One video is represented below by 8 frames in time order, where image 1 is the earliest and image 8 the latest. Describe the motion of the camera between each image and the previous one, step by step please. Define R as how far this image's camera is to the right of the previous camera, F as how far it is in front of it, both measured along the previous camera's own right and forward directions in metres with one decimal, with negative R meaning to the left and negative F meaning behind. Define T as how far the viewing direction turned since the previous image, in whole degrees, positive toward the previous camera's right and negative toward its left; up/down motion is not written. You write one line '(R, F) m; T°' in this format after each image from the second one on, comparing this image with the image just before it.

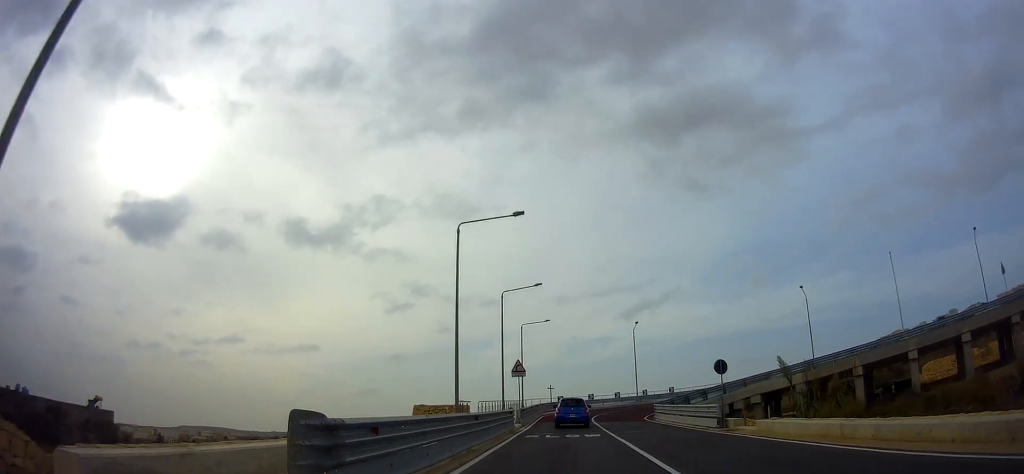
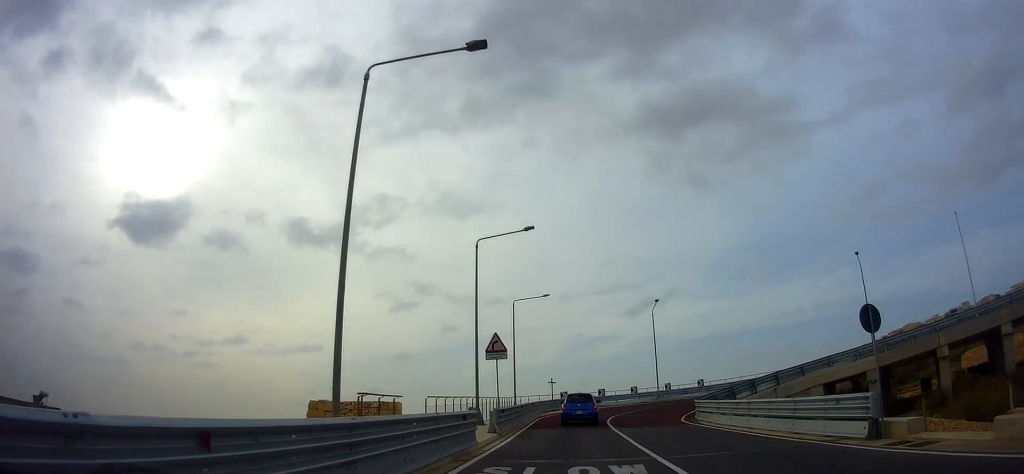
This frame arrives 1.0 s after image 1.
(0.0, +11.8) m; 0°
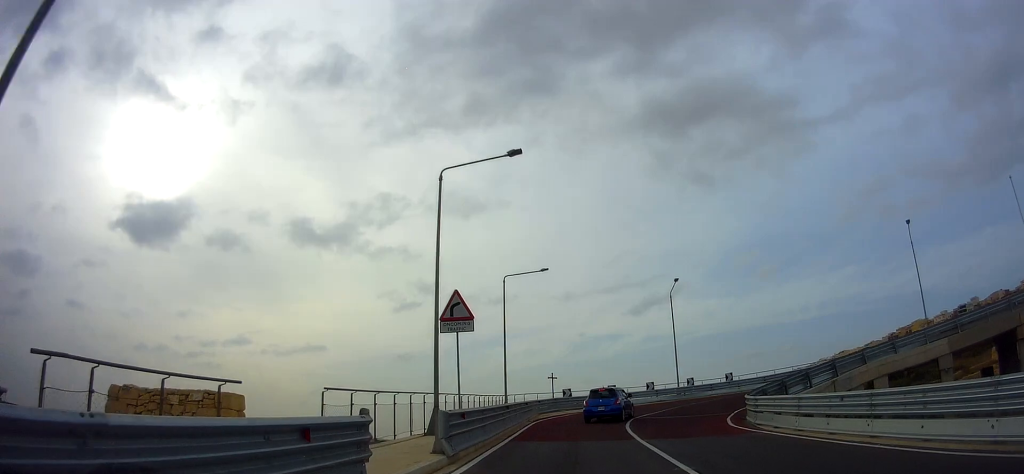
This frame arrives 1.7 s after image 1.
(0.0, +8.3) m; 0°
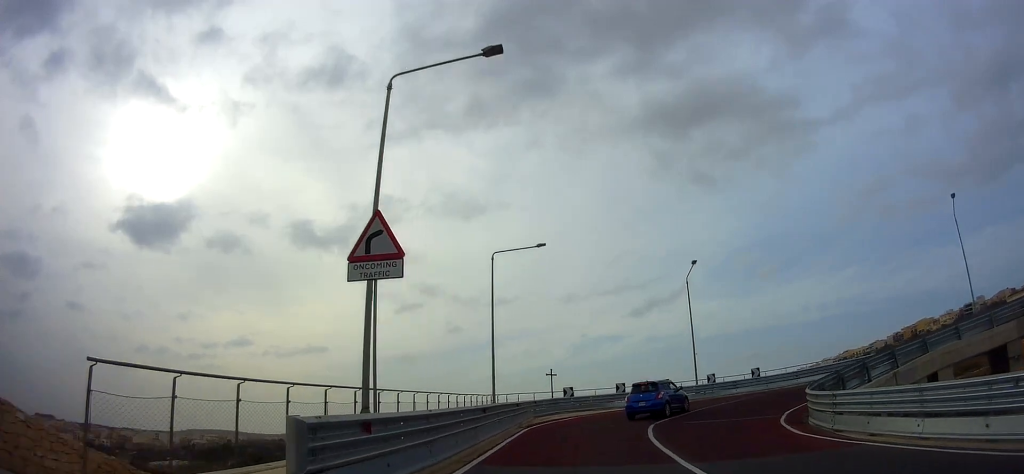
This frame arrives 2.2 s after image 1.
(0.0, +6.1) m; 0°
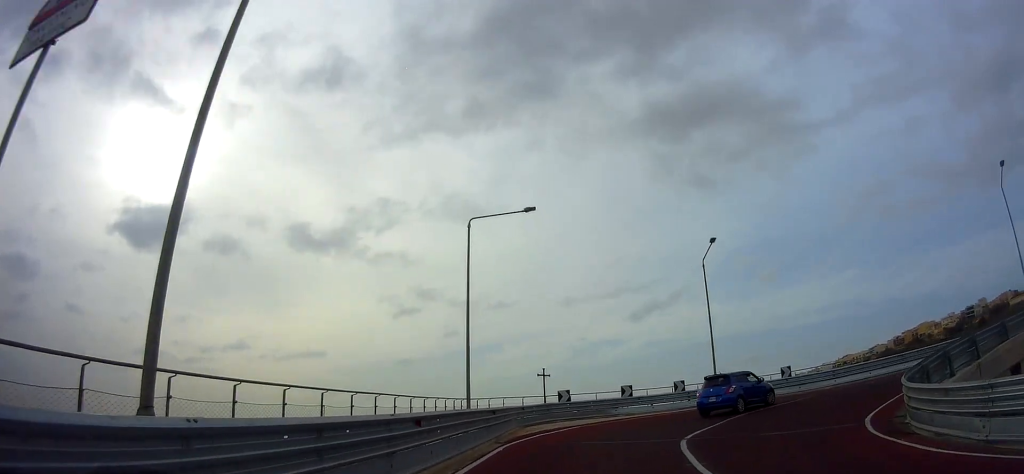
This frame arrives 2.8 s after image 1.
(0.0, +6.3) m; 0°
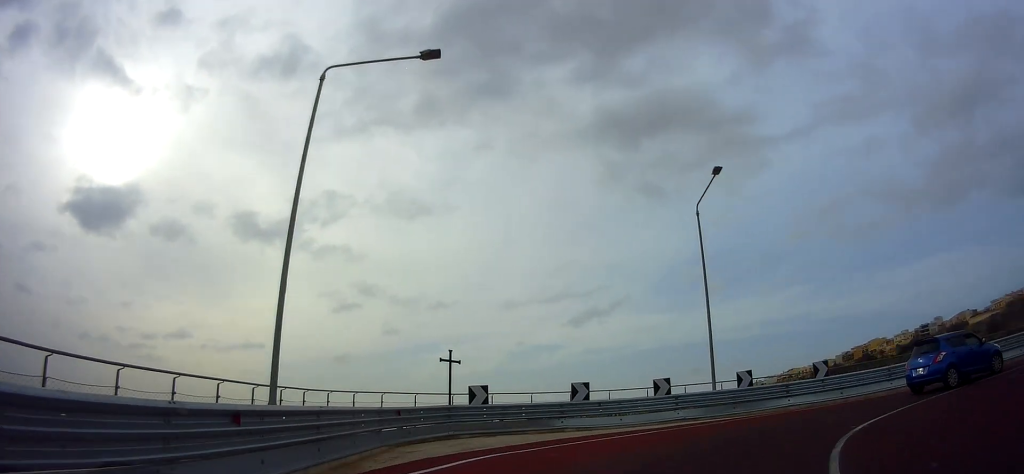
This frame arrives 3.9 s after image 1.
(+0.1, +11.9) m; +3°
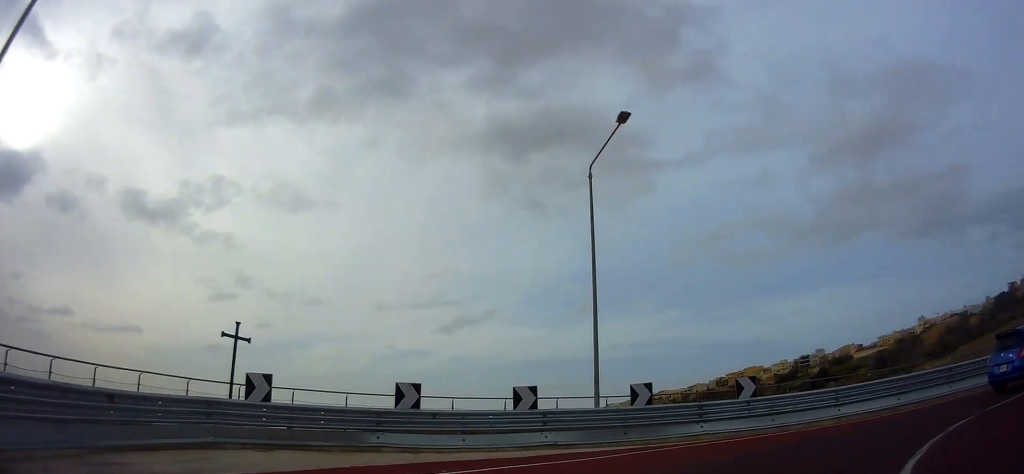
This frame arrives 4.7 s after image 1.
(+0.2, +6.5) m; +8°
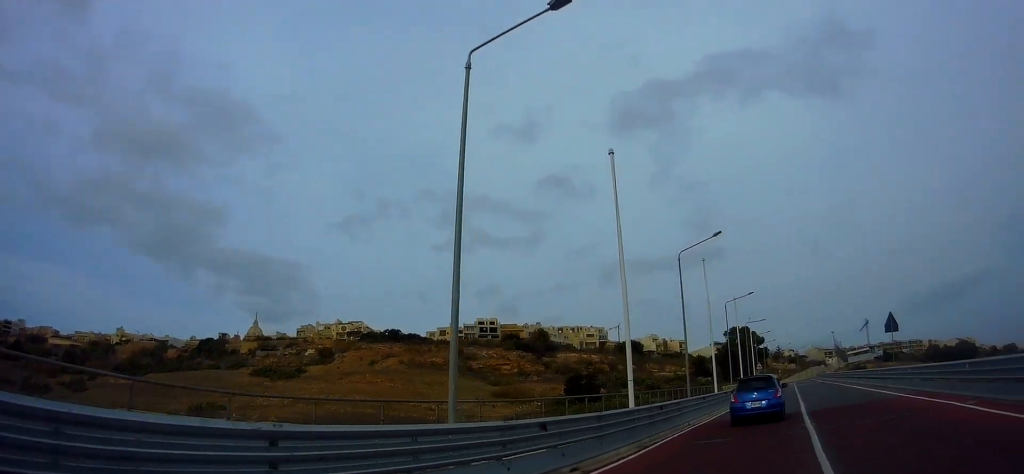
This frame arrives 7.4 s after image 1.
(+7.7, +14.4) m; +76°
